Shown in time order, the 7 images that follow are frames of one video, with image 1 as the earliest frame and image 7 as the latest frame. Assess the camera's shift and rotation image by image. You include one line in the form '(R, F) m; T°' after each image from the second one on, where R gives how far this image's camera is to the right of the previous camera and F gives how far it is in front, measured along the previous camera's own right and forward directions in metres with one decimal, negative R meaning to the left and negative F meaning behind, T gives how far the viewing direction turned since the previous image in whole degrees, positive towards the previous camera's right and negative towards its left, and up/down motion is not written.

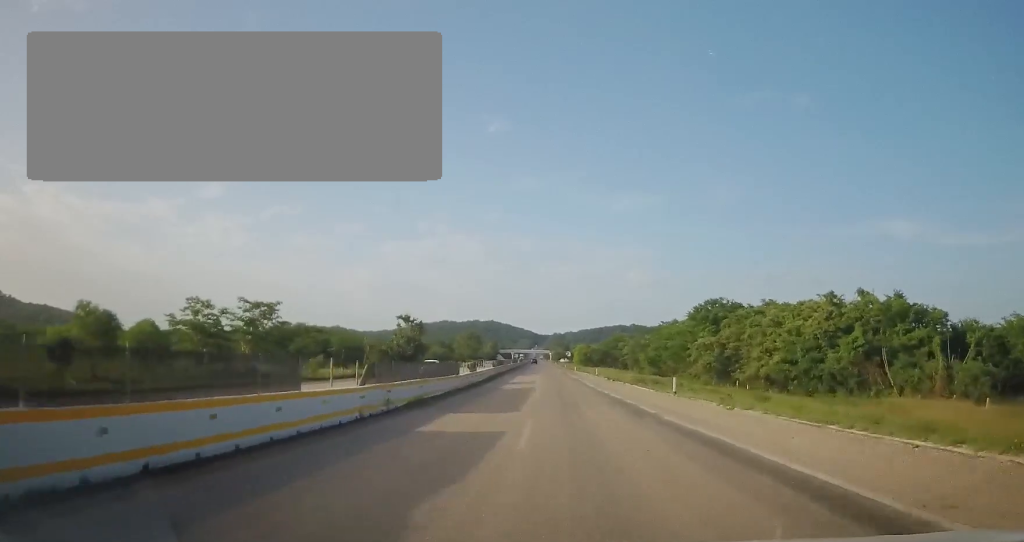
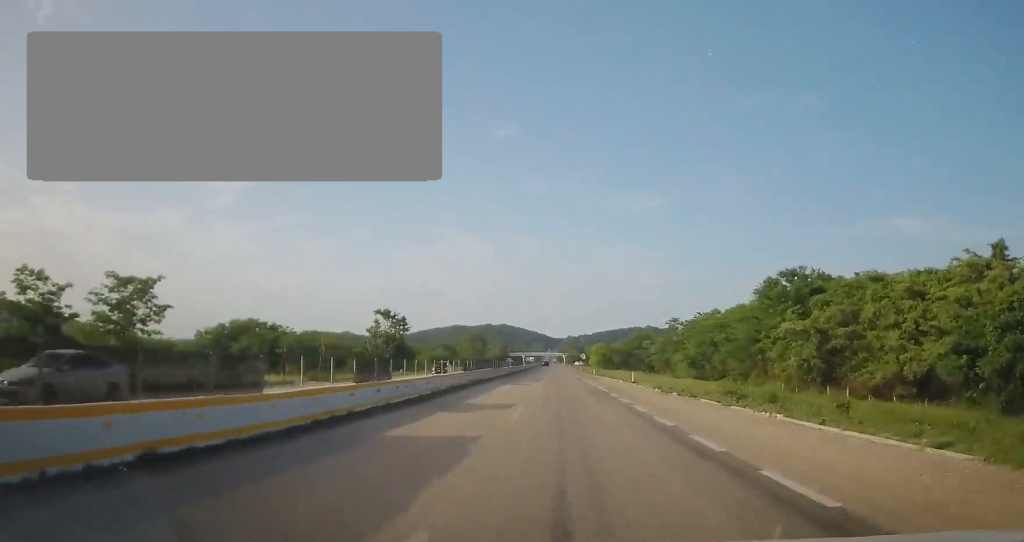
(-0.4, +25.6) m; -1°
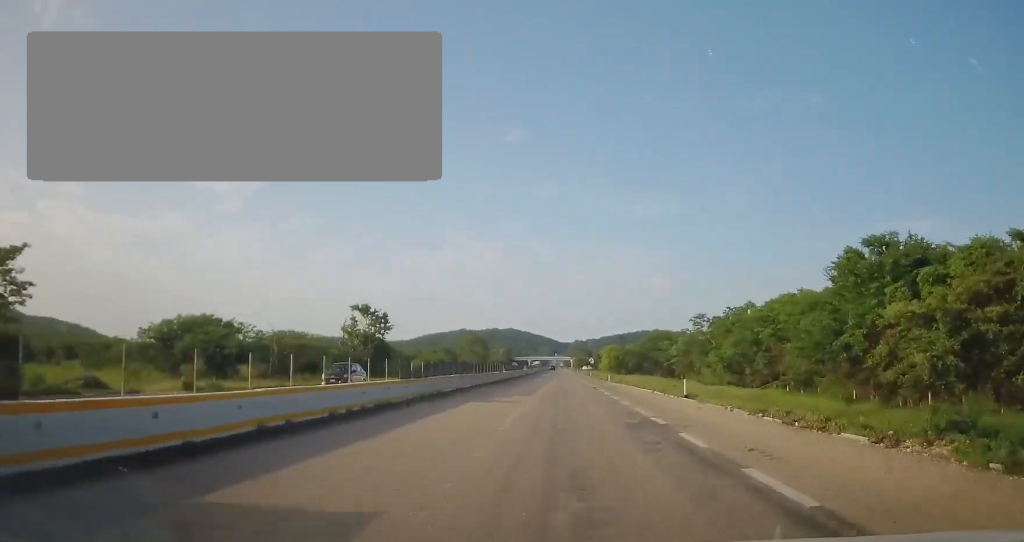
(+0.3, +16.4) m; 0°
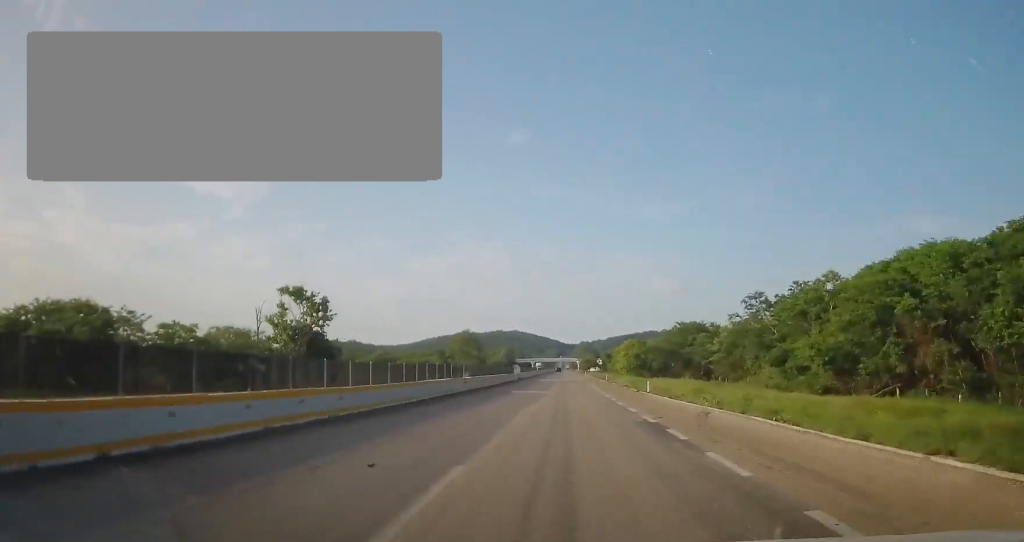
(-0.5, +27.3) m; -2°
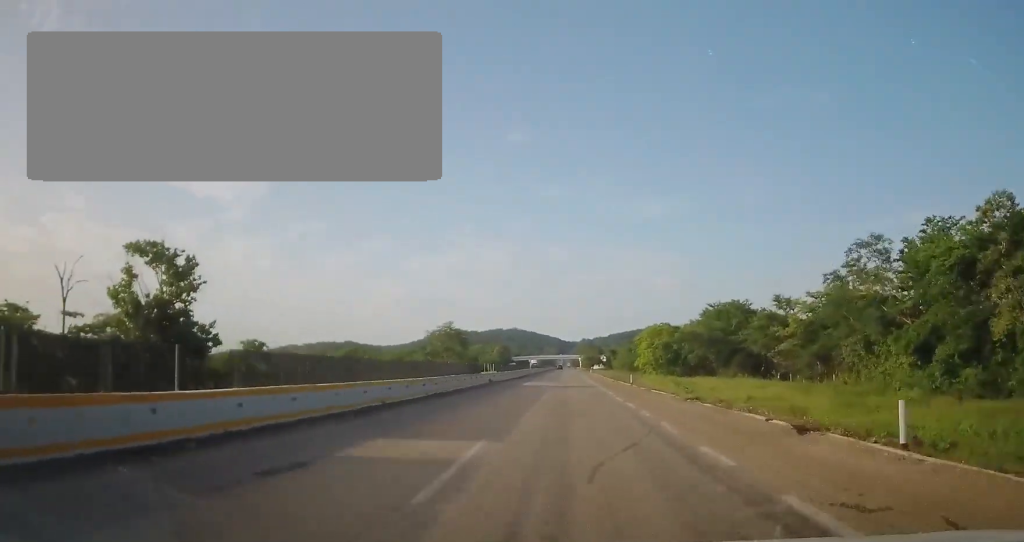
(-0.5, +28.2) m; -1°
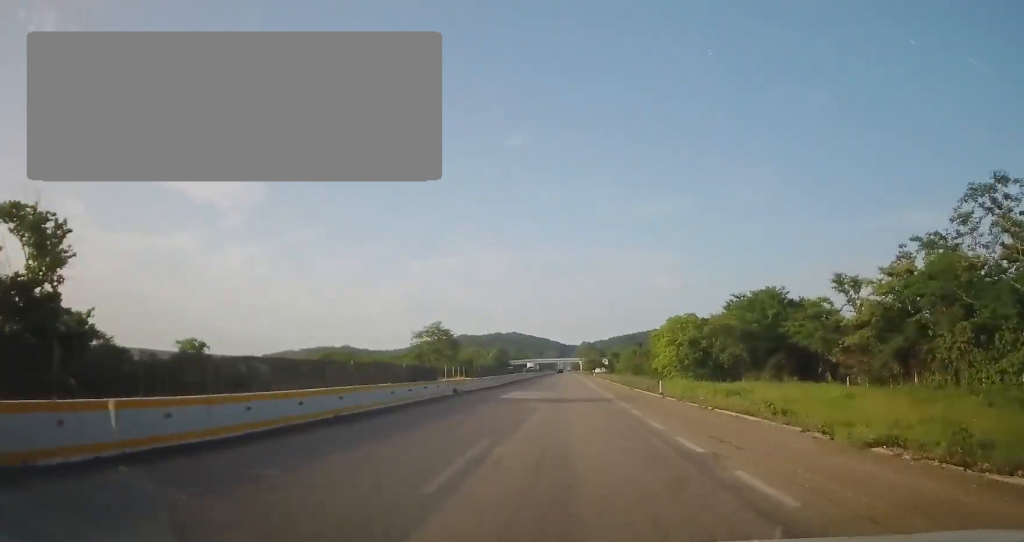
(0.0, +14.8) m; 0°
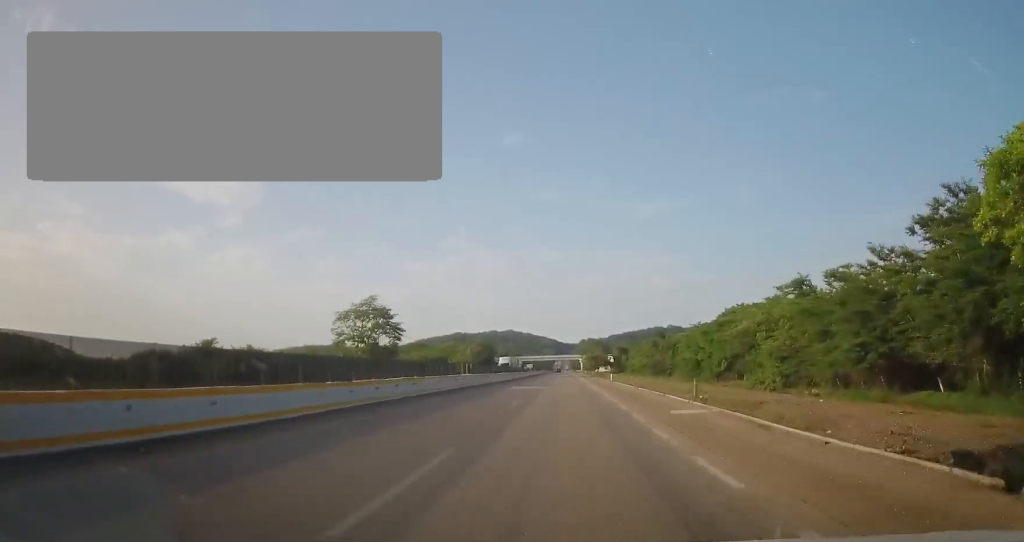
(+0.9, +48.7) m; 0°
